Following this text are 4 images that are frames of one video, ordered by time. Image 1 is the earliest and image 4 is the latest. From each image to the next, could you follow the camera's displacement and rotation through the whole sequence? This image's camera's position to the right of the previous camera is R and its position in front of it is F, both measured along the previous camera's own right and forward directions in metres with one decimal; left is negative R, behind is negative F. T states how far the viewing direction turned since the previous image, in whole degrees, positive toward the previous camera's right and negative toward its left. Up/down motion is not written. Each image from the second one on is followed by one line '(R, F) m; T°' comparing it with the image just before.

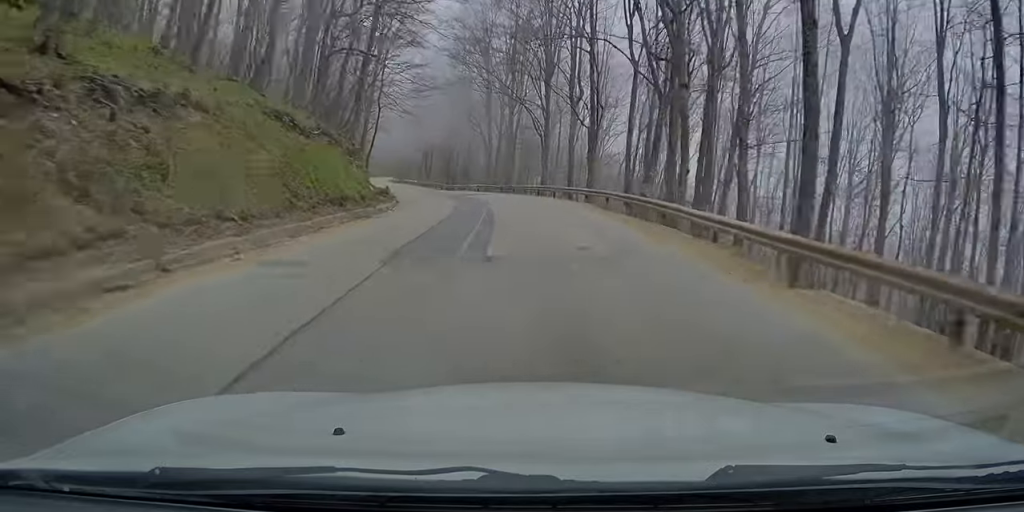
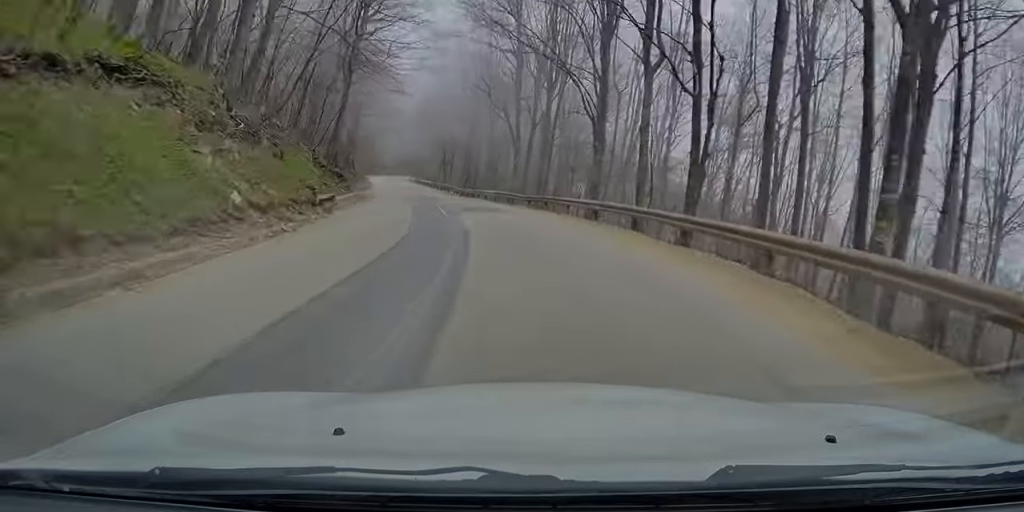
(0.0, +19.5) m; -3°
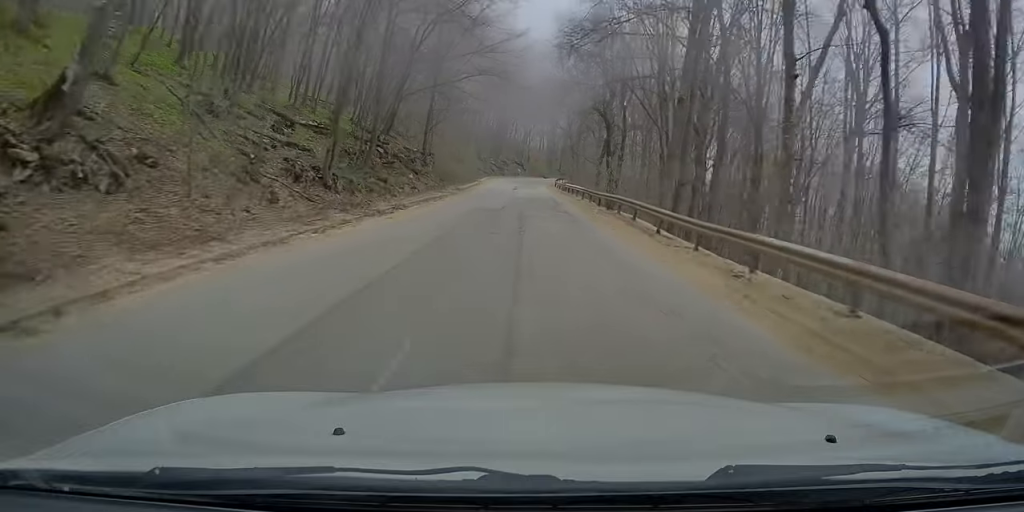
(-4.7, +43.9) m; -10°
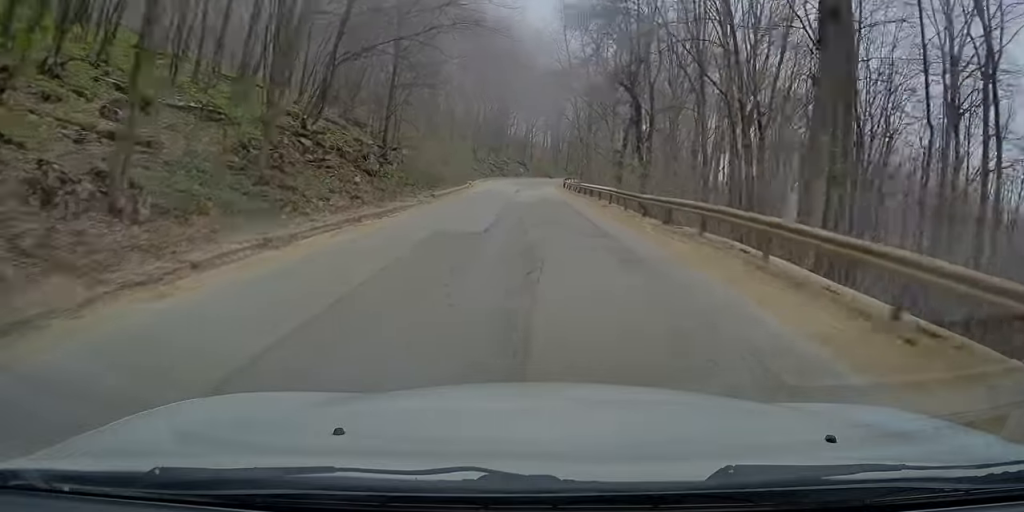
(-0.1, +12.5) m; -1°
